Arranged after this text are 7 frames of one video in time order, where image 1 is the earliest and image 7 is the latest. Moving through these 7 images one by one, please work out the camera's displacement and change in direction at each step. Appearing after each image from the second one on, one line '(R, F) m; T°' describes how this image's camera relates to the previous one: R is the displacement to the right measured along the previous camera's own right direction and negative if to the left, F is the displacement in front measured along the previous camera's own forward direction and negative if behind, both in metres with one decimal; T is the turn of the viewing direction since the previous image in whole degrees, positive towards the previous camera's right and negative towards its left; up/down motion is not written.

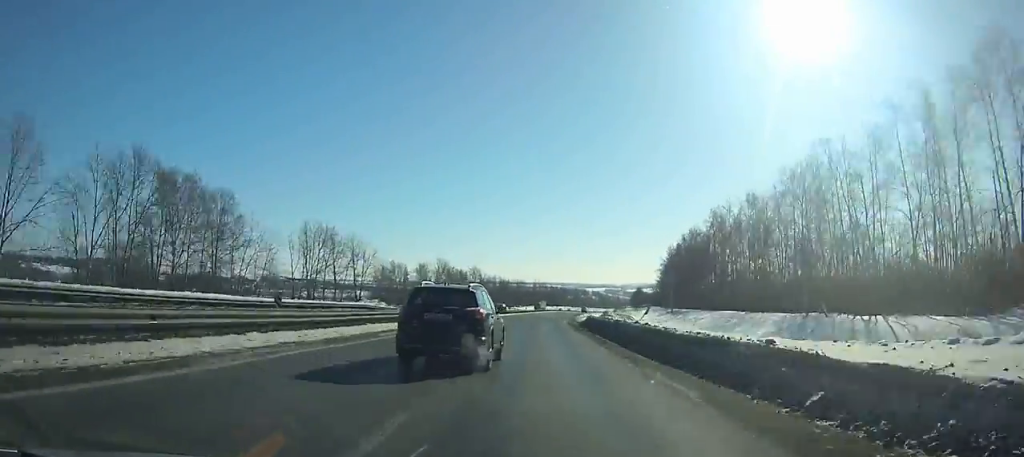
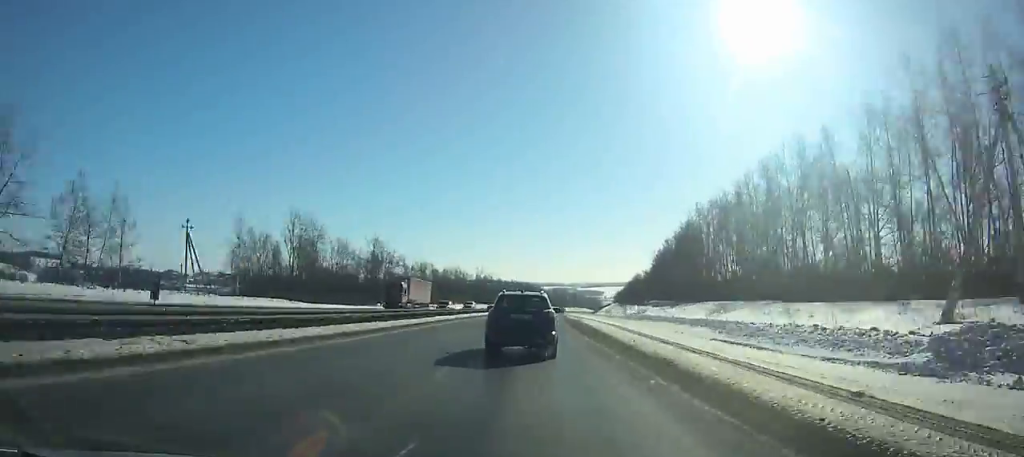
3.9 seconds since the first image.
(+2.7, +85.3) m; +4°
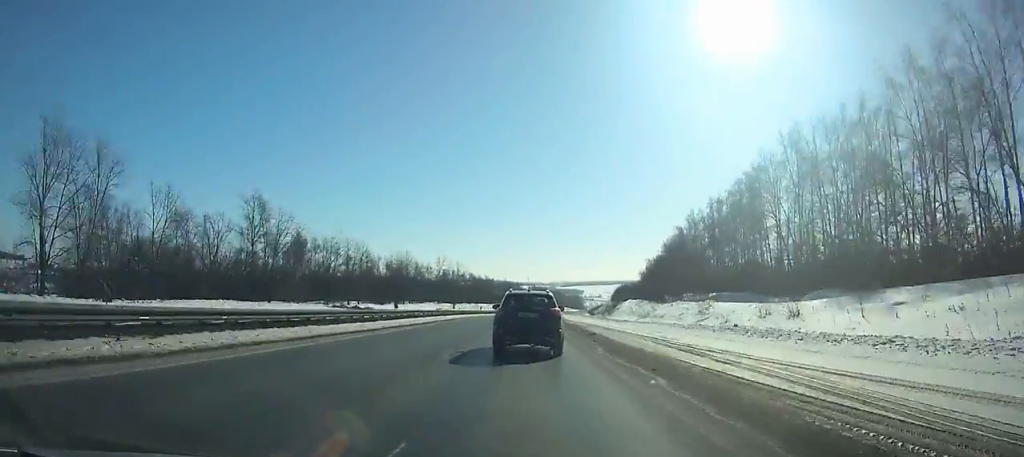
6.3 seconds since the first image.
(+1.2, +54.3) m; +2°
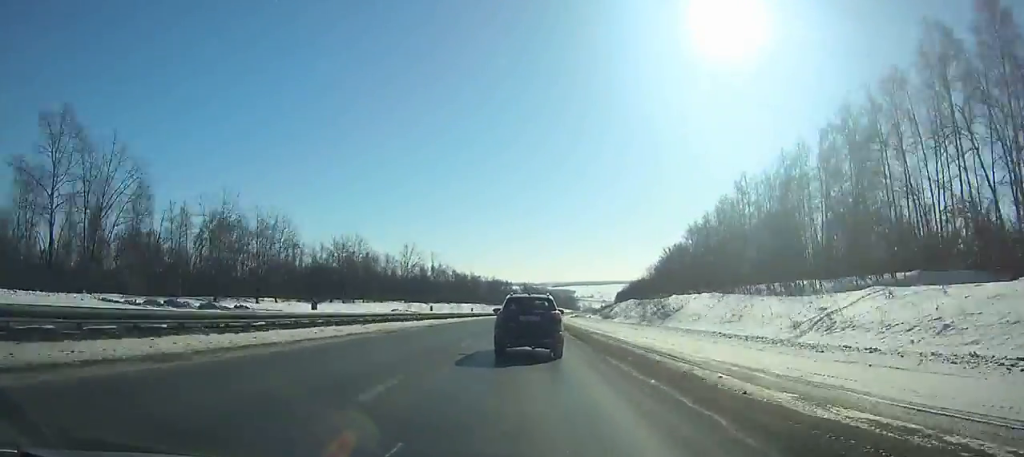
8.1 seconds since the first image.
(+0.4, +40.8) m; +1°
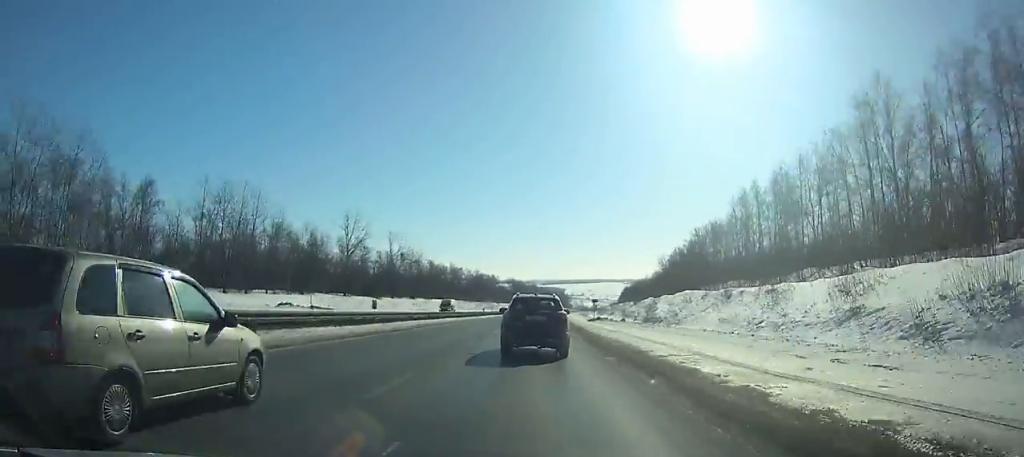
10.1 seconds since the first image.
(+0.3, +45.1) m; +1°
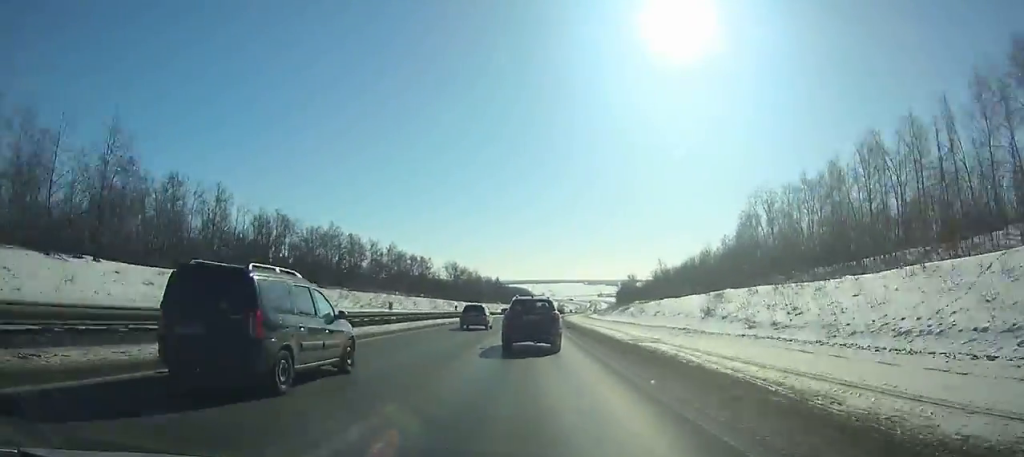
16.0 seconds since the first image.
(+4.2, +132.0) m; +4°
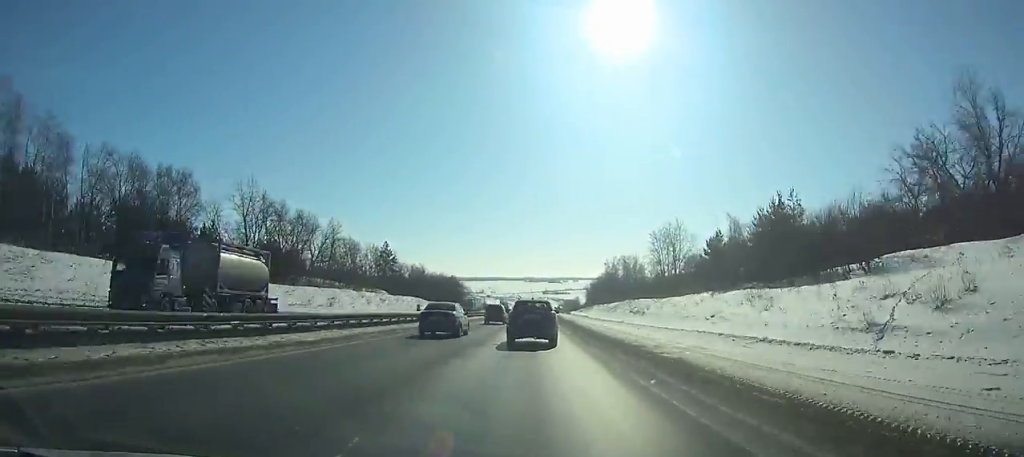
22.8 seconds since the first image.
(+6.5, +154.0) m; +5°
